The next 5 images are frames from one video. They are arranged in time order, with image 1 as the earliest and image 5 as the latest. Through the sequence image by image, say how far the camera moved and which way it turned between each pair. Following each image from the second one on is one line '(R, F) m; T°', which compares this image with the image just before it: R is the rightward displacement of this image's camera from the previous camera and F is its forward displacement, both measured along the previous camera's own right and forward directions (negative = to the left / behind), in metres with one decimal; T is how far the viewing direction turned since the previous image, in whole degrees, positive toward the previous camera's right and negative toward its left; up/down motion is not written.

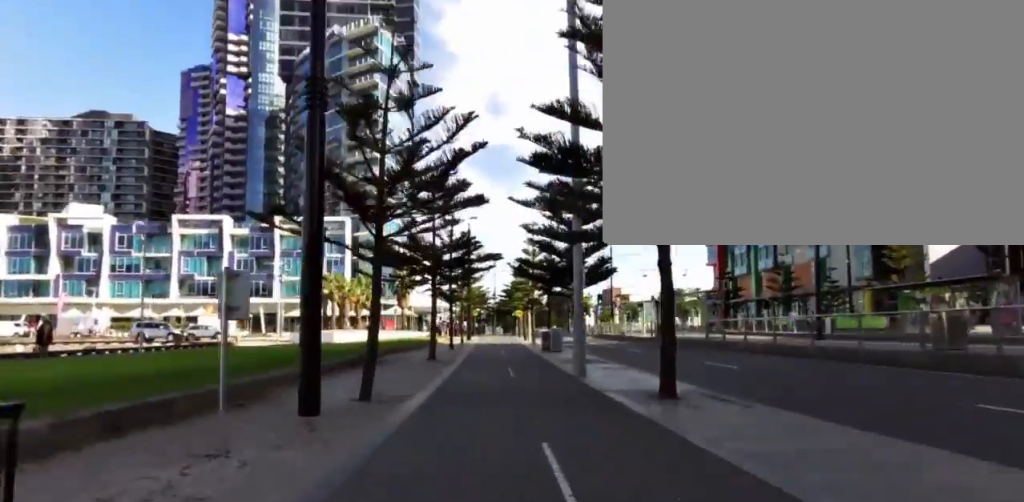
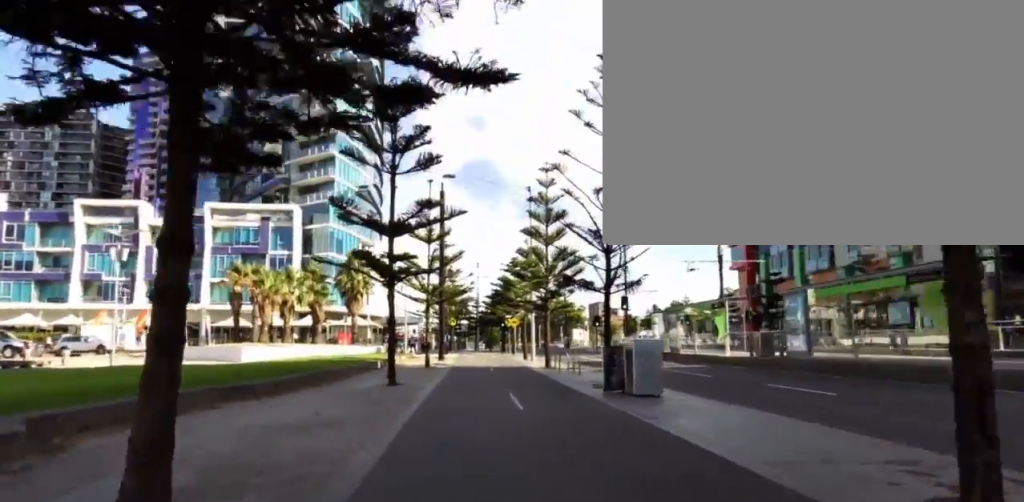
(+1.6, +17.0) m; +2°
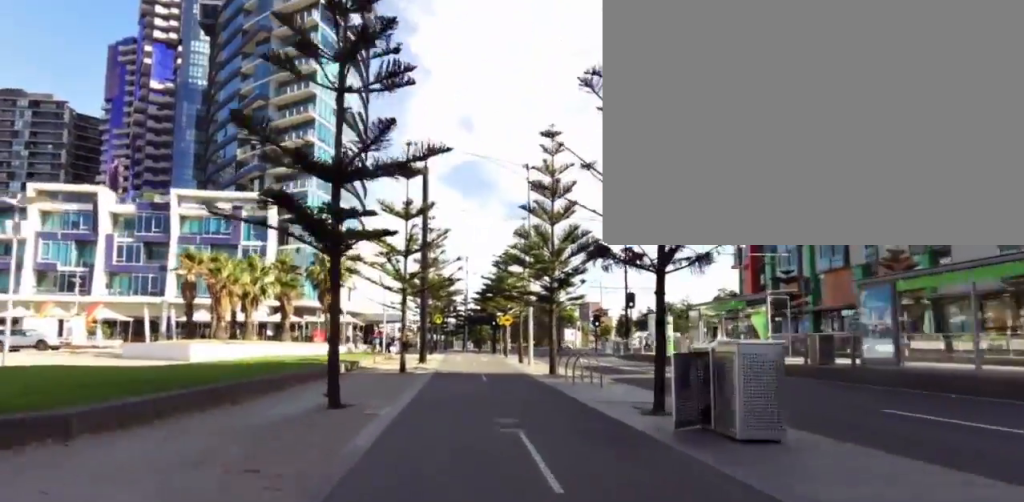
(-0.4, +5.0) m; -3°
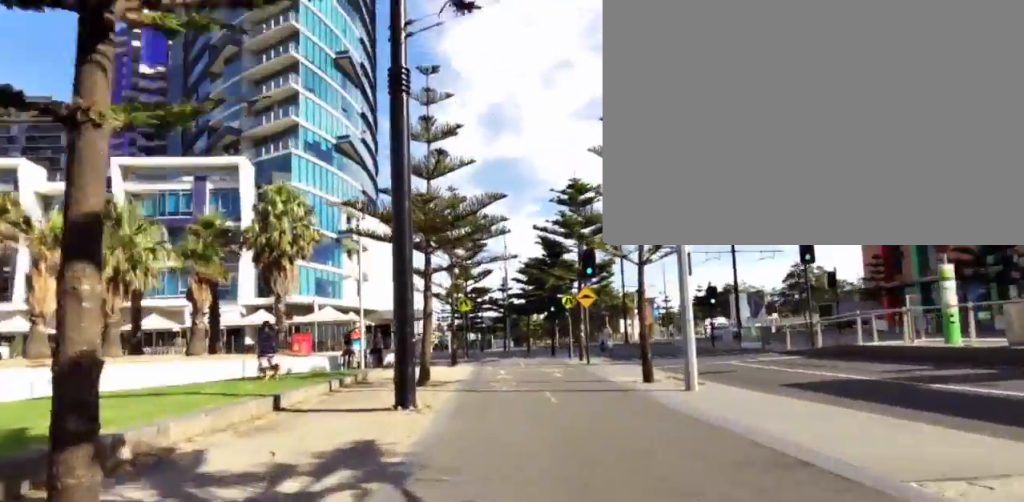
(-0.3, +17.3) m; -8°
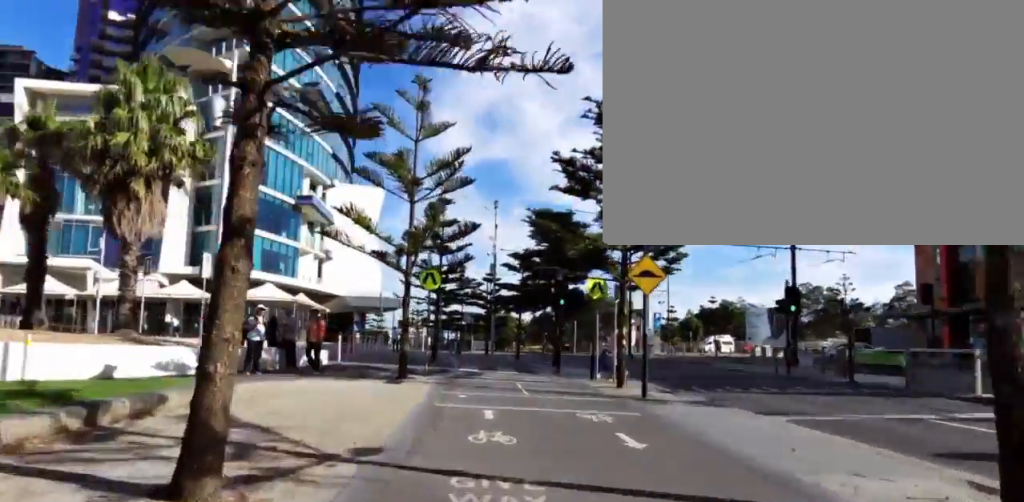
(-1.1, +9.4) m; -4°
